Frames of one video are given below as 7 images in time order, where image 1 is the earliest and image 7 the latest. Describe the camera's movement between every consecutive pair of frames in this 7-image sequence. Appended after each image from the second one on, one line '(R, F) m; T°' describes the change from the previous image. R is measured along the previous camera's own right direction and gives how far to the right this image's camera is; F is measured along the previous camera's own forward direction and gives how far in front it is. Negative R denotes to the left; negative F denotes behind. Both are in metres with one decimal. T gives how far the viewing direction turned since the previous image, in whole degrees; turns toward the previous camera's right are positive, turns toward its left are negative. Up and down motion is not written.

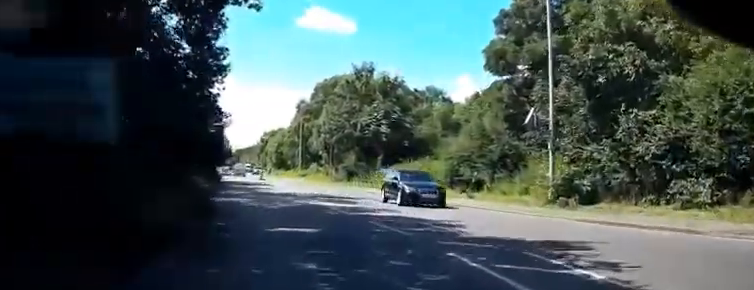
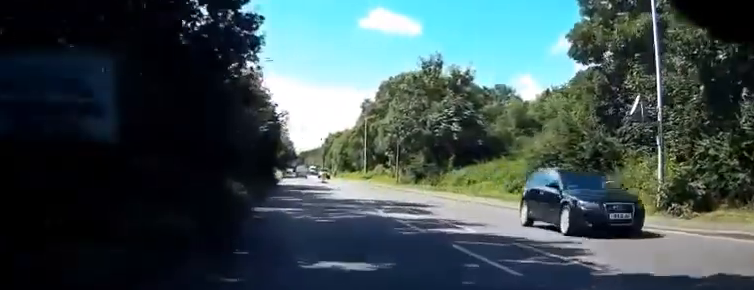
(-0.2, +4.0) m; -11°
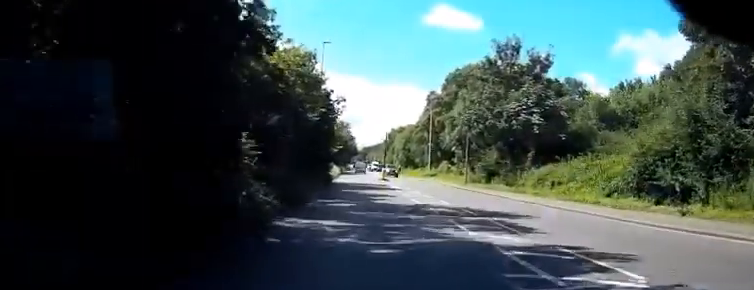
(-1.4, +6.0) m; -16°
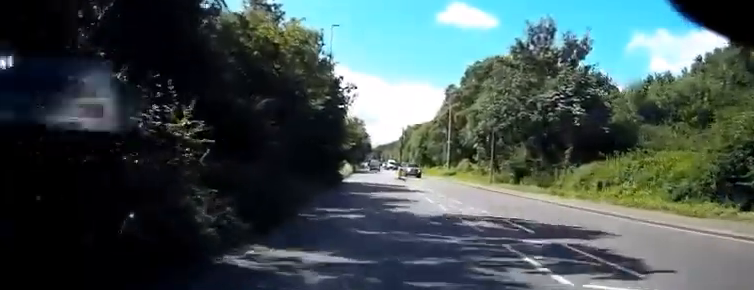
(-0.4, +5.5) m; -1°
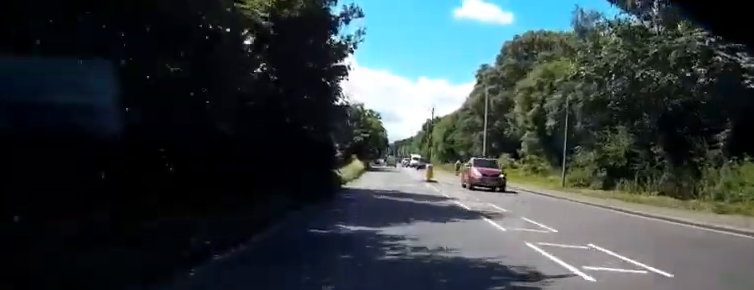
(+0.6, +16.1) m; +3°
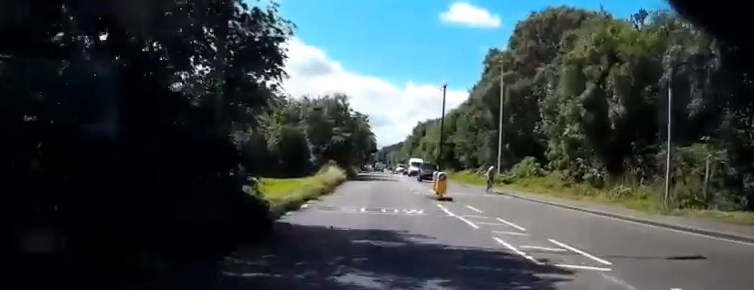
(-0.2, +14.4) m; -1°
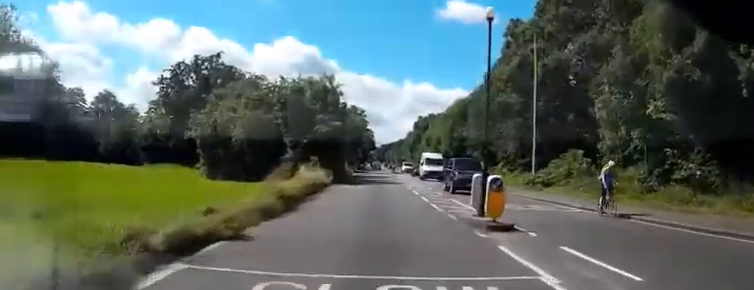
(0.0, +11.8) m; +1°
